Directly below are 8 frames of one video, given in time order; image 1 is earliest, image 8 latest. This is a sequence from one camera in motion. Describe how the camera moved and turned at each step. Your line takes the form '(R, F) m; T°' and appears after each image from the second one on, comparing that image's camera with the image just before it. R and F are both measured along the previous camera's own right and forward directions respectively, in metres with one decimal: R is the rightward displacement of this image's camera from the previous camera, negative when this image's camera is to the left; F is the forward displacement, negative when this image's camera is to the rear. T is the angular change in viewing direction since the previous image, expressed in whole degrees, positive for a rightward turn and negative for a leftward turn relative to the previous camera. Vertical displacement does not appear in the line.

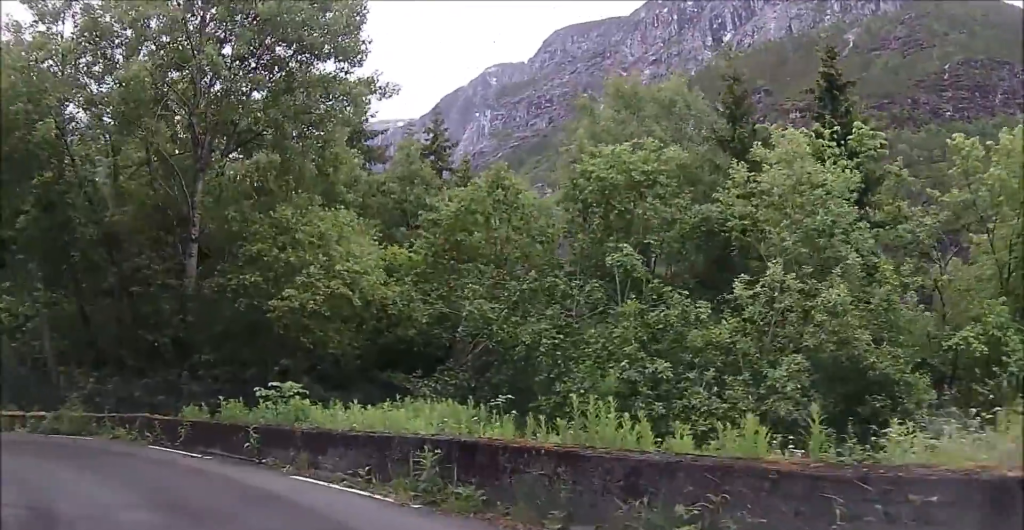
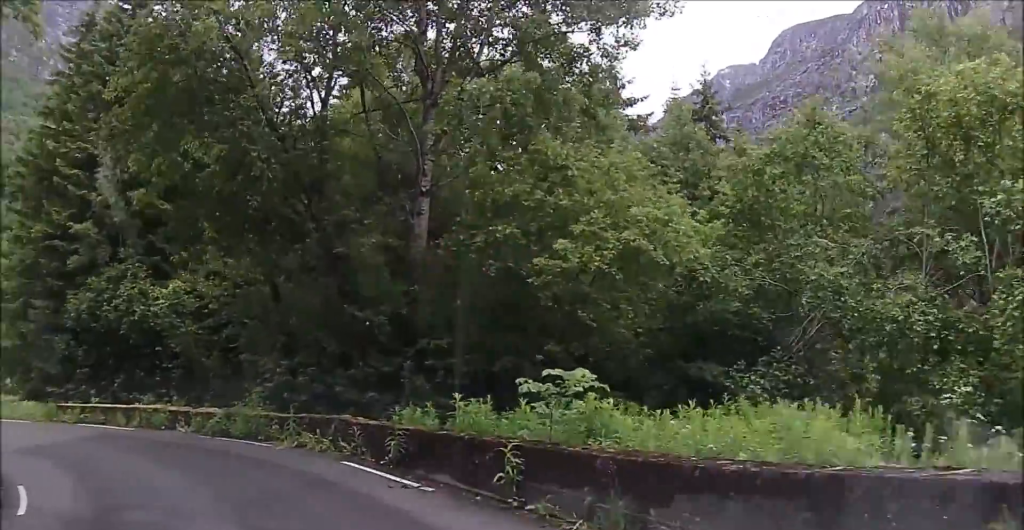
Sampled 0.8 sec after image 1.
(-1.7, +5.1) m; -35°
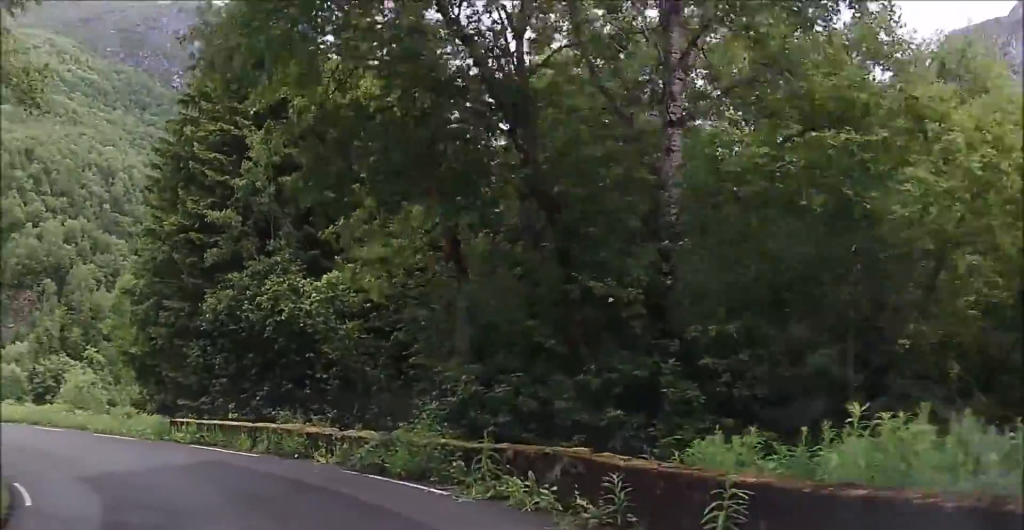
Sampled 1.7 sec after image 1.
(-1.6, +5.5) m; -25°
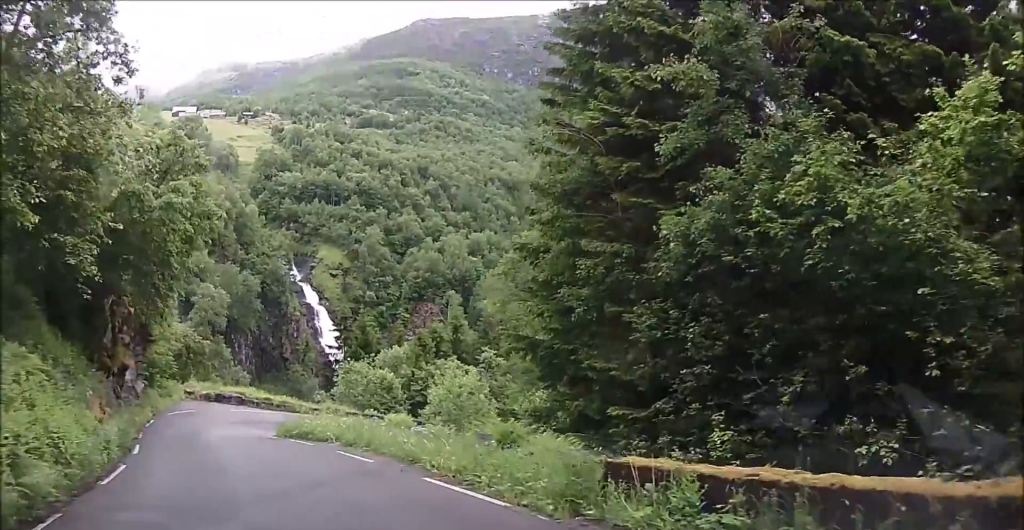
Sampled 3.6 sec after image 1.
(-3.8, +12.4) m; -31°
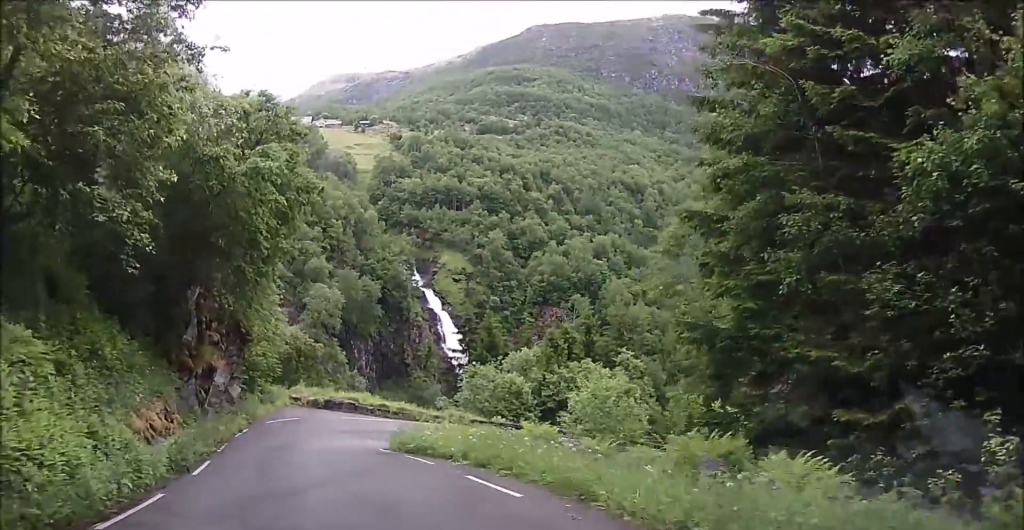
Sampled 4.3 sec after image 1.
(-0.5, +4.5) m; -9°
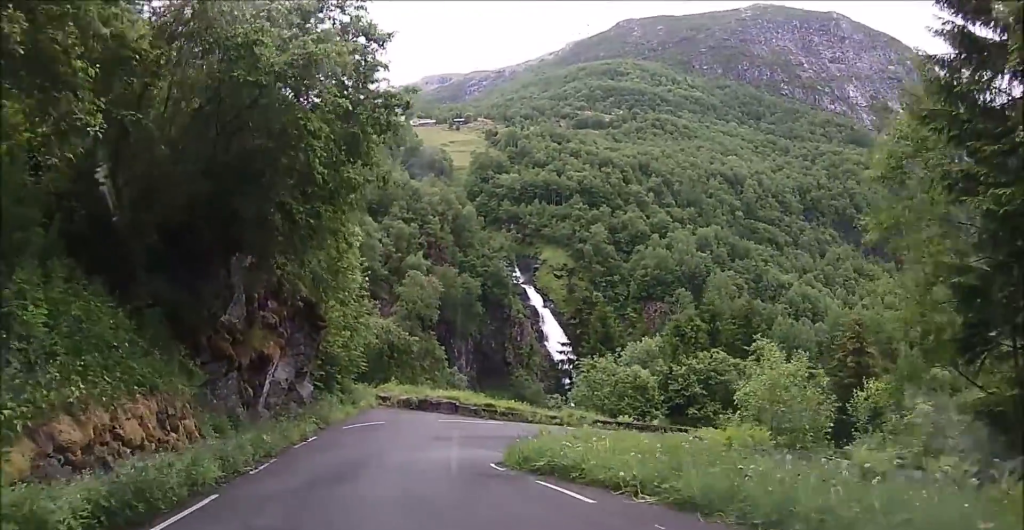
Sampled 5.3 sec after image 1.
(-0.6, +6.4) m; -9°
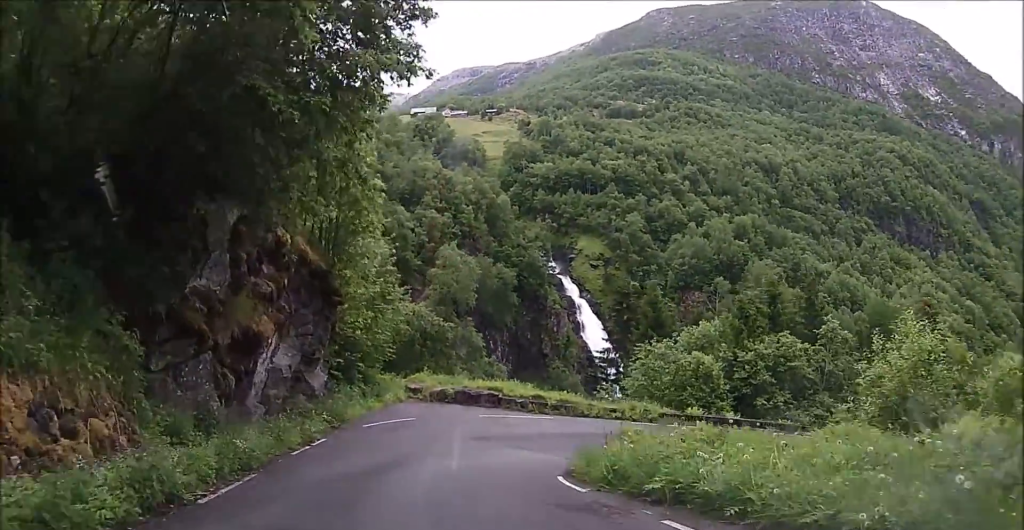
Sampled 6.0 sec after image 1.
(-0.2, +4.9) m; -3°
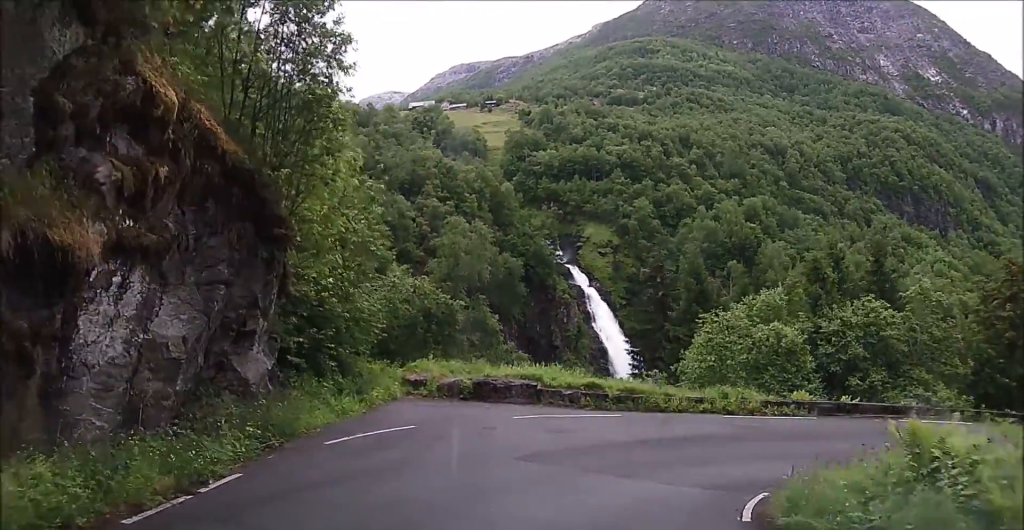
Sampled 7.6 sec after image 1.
(+0.3, +9.1) m; +6°
